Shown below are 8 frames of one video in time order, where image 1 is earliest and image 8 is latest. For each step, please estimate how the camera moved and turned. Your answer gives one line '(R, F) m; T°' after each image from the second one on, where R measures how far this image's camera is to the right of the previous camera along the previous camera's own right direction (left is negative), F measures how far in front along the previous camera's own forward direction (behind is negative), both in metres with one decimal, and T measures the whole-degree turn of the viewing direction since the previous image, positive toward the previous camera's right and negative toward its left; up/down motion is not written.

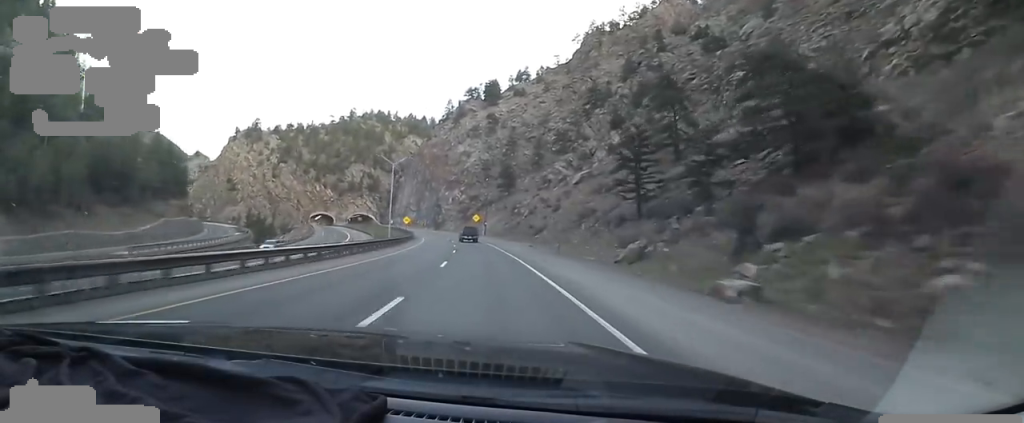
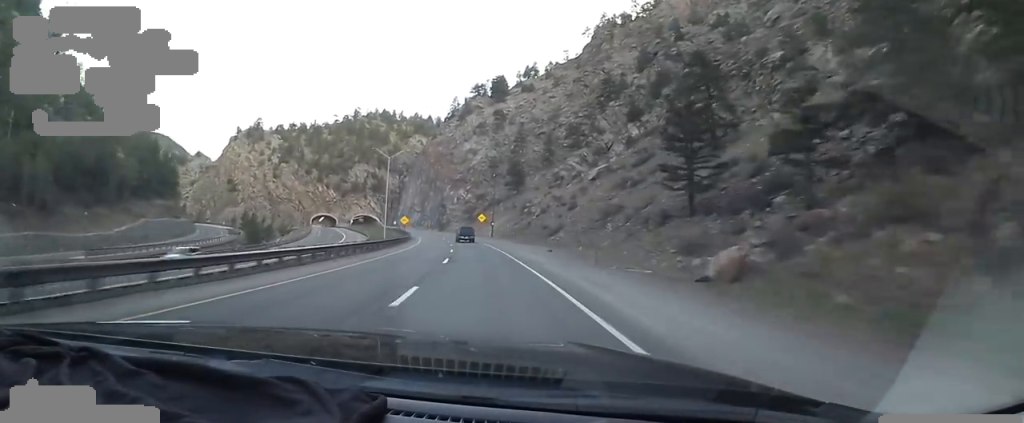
(0.0, +10.3) m; -1°
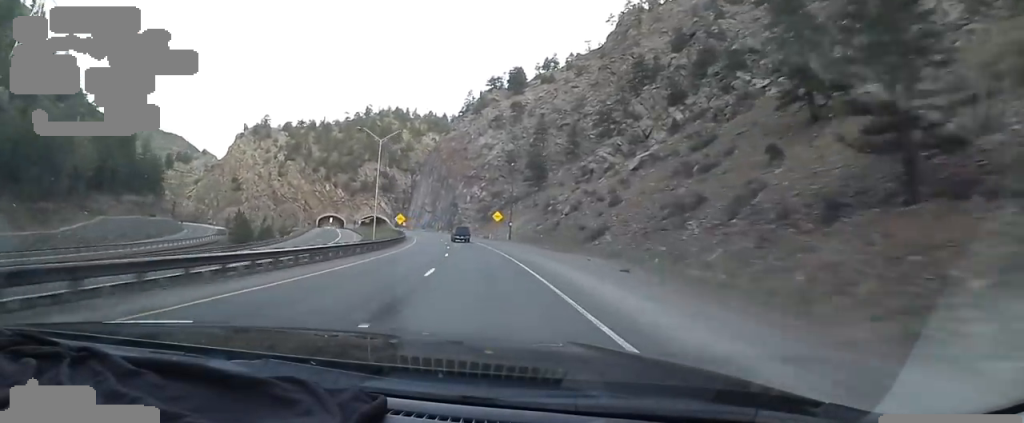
(+0.3, +18.1) m; -2°
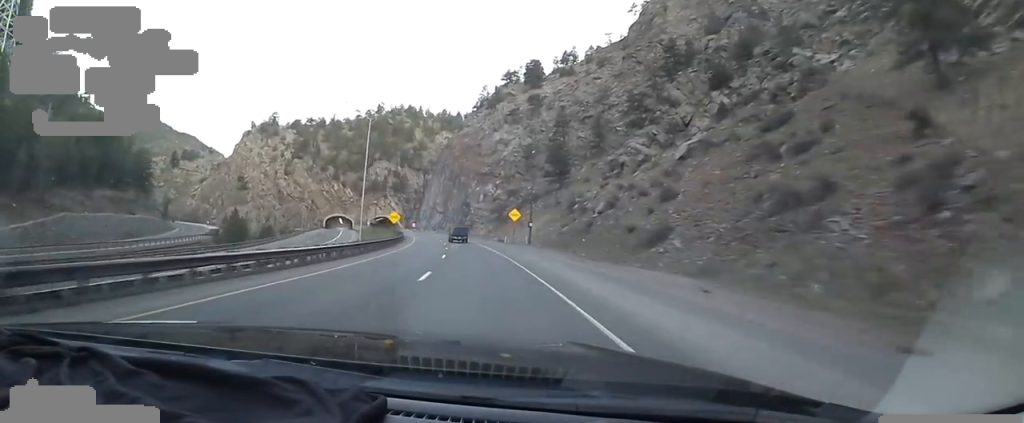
(-0.6, +13.5) m; -2°
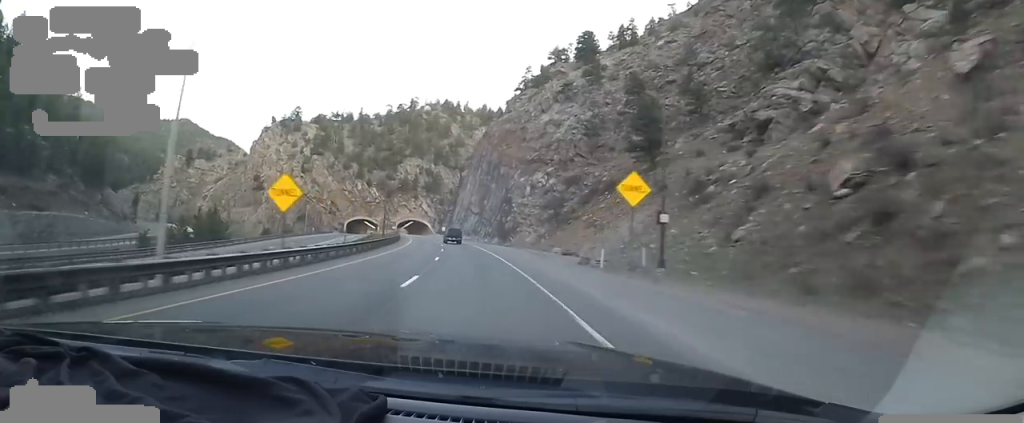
(-1.2, +38.0) m; -5°
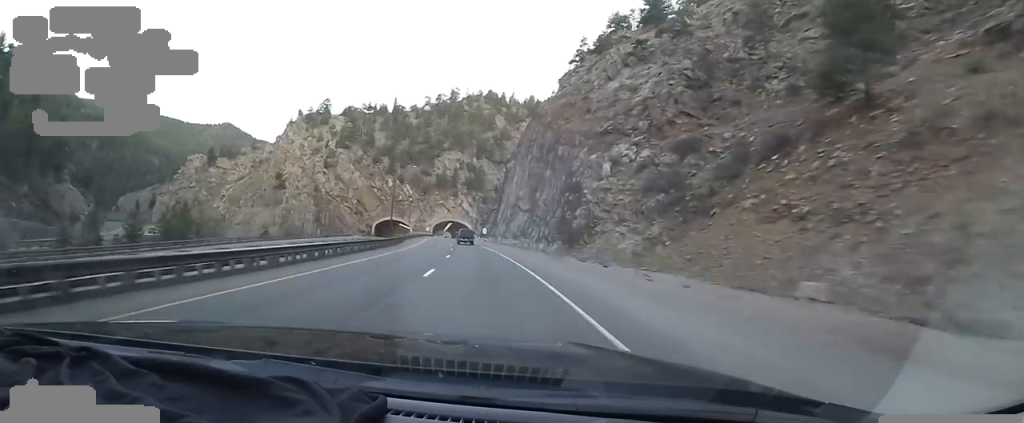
(-2.0, +34.4) m; -5°
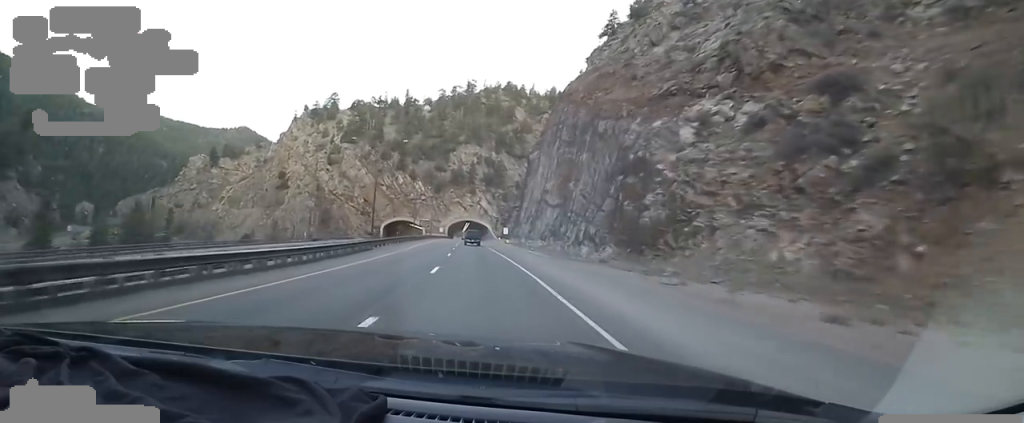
(-0.3, +22.0) m; -4°
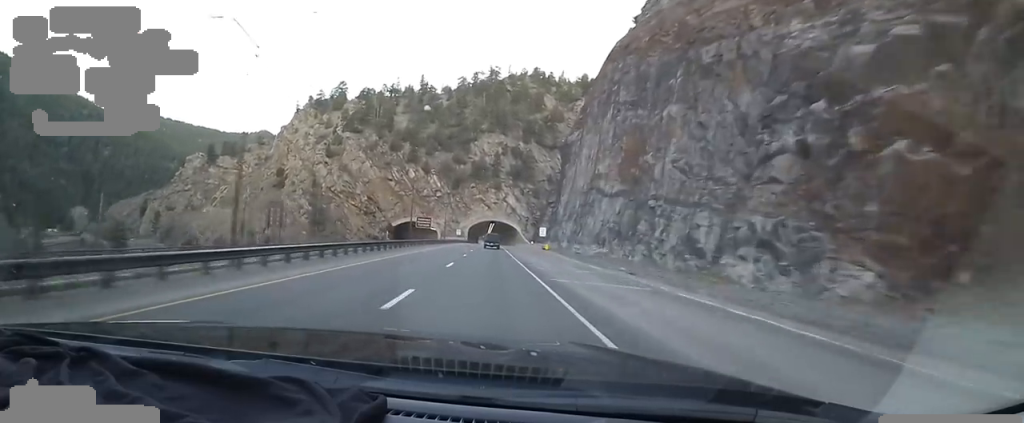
(-2.6, +32.3) m; -5°
